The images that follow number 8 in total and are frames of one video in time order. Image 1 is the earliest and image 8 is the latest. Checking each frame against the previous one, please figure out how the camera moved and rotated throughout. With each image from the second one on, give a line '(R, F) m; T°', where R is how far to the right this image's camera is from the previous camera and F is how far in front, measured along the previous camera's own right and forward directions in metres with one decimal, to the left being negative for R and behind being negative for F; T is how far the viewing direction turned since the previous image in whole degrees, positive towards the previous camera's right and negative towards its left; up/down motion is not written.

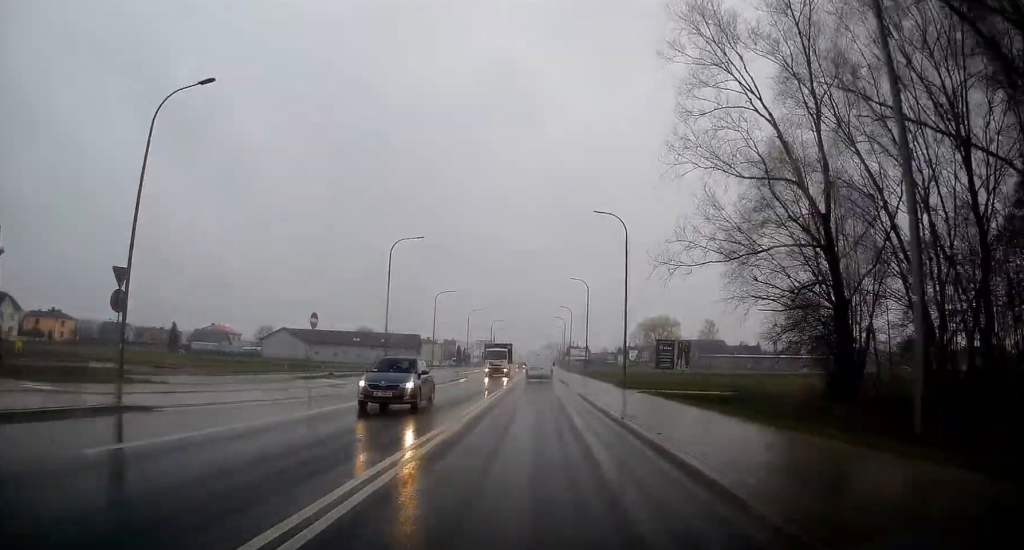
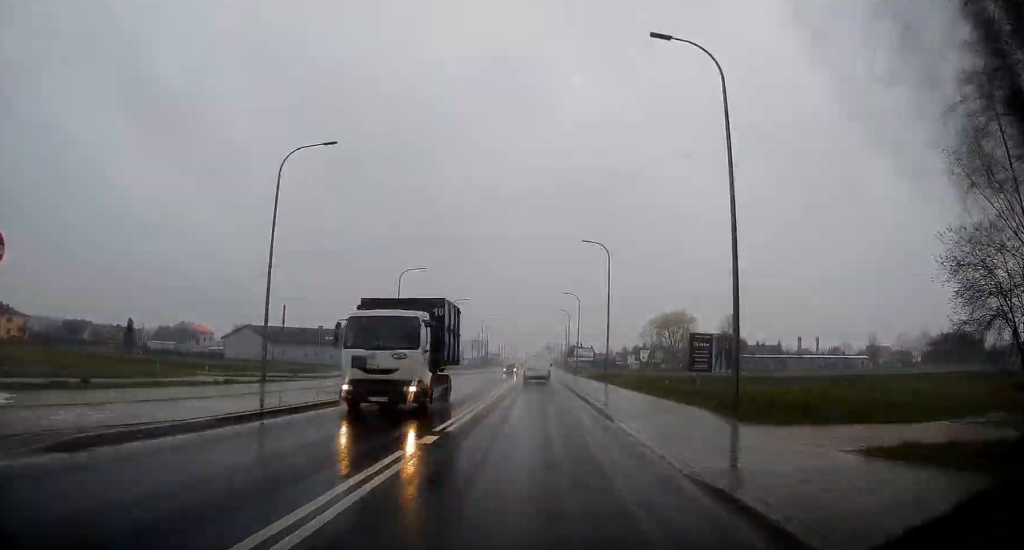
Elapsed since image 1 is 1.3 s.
(+0.2, +21.3) m; 0°
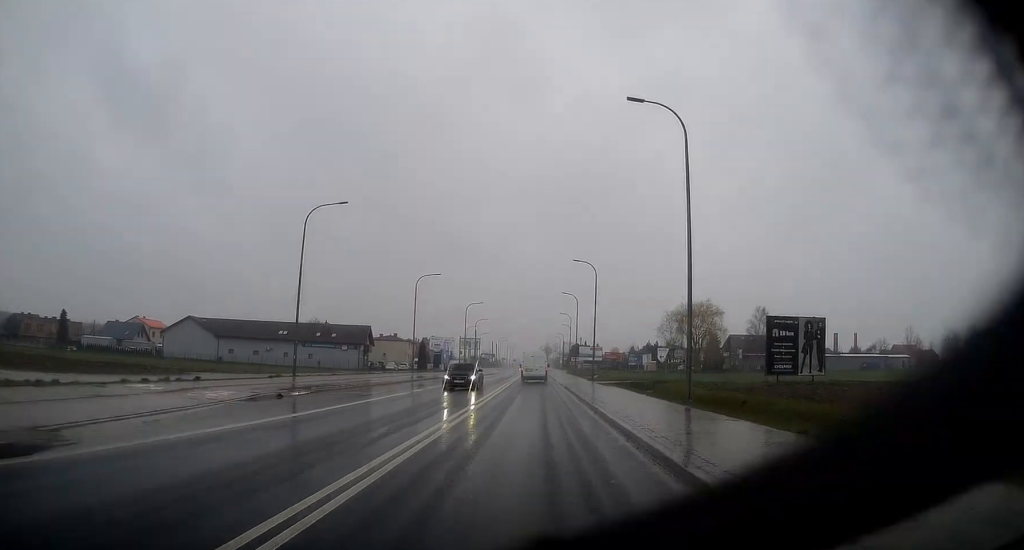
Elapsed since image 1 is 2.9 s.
(0.0, +25.7) m; 0°
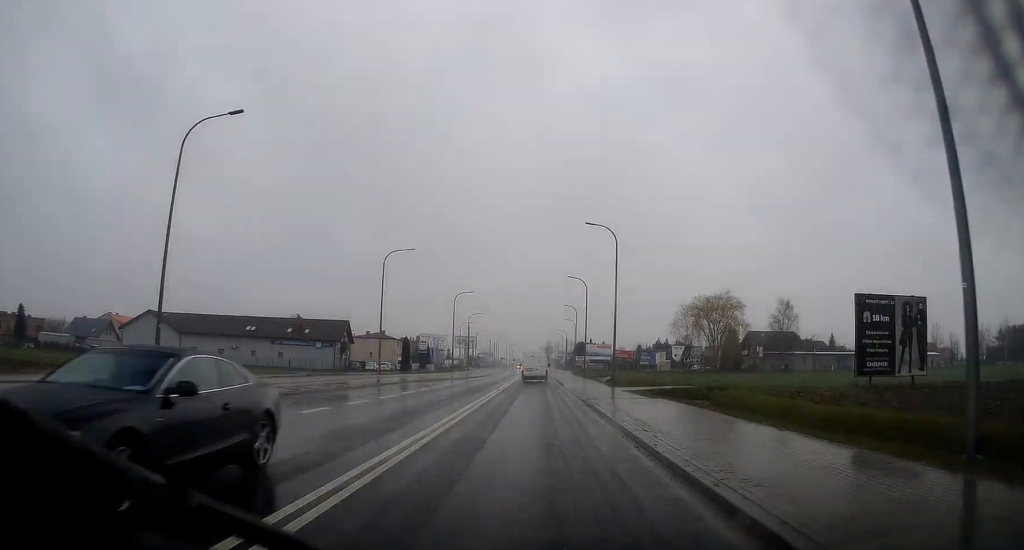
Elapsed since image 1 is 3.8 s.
(-0.2, +14.4) m; 0°
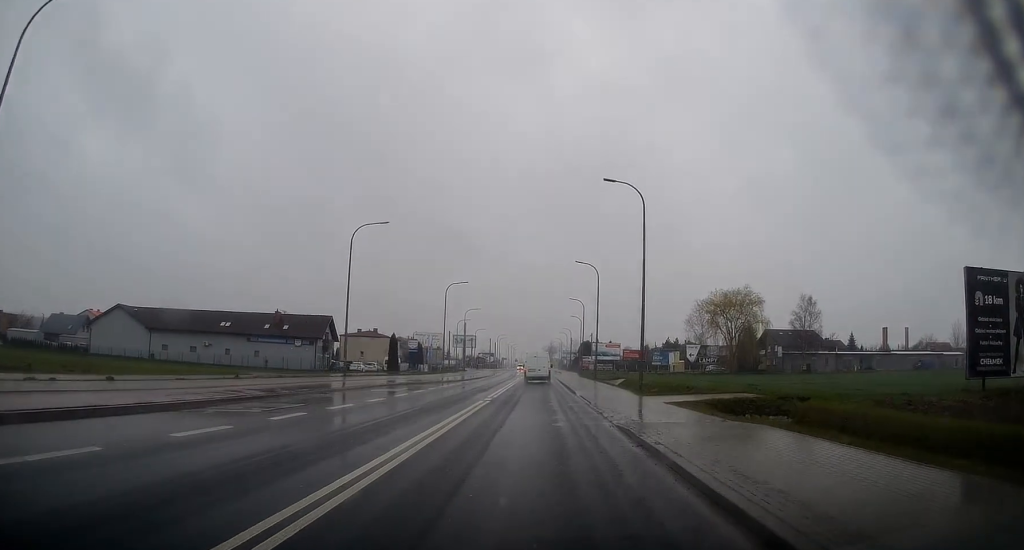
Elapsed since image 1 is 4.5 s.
(0.0, +10.1) m; 0°
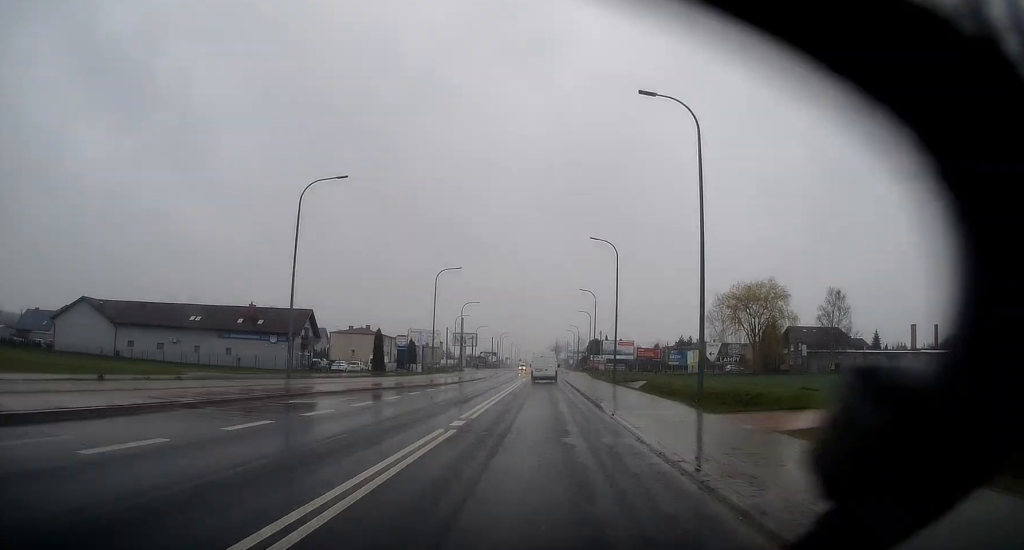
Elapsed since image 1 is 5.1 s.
(+0.1, +10.6) m; 0°
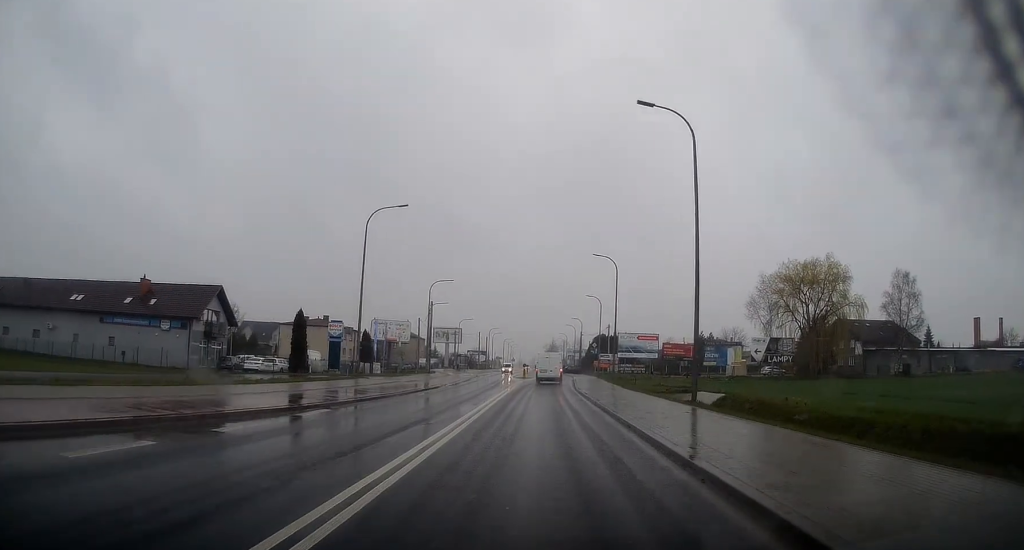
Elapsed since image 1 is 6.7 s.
(-0.4, +24.6) m; -1°
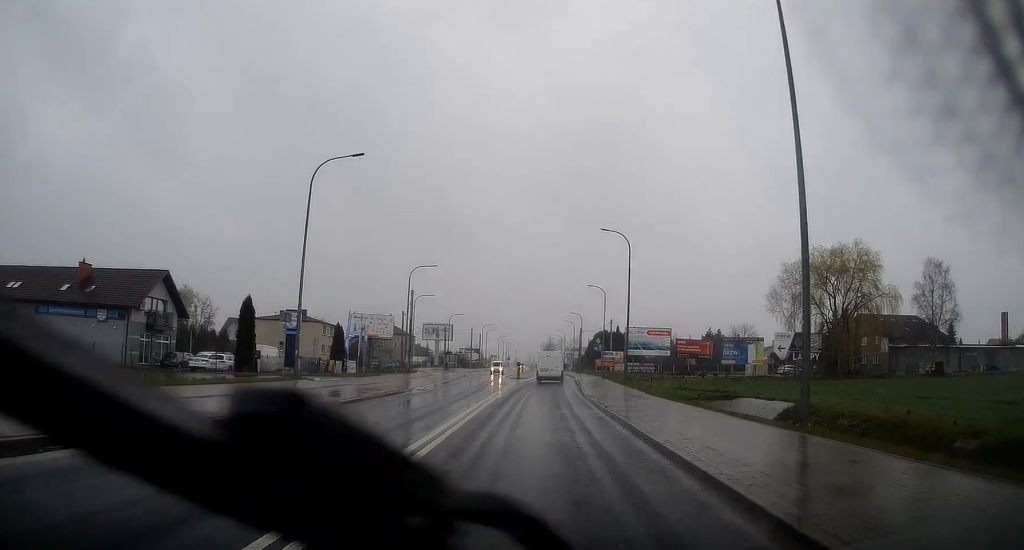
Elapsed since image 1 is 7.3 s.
(0.0, +9.3) m; 0°
